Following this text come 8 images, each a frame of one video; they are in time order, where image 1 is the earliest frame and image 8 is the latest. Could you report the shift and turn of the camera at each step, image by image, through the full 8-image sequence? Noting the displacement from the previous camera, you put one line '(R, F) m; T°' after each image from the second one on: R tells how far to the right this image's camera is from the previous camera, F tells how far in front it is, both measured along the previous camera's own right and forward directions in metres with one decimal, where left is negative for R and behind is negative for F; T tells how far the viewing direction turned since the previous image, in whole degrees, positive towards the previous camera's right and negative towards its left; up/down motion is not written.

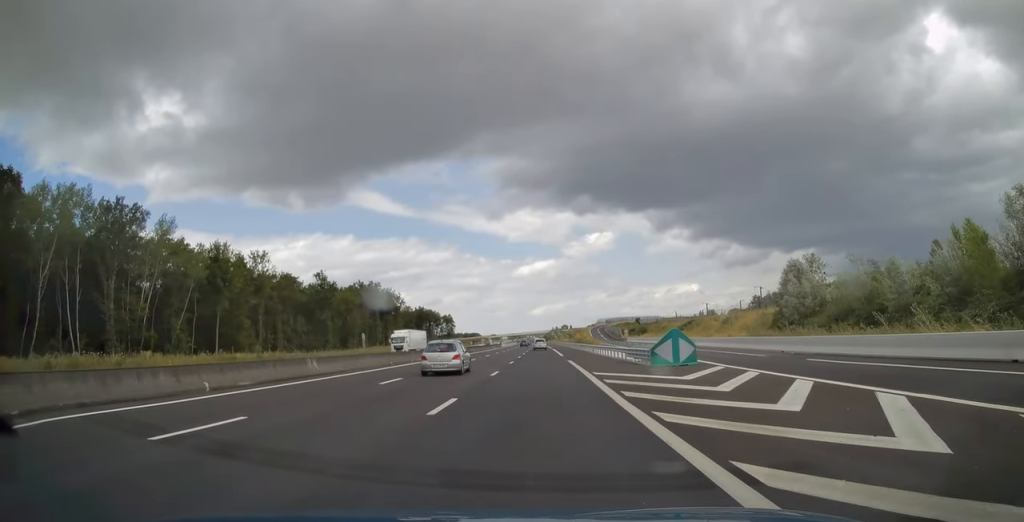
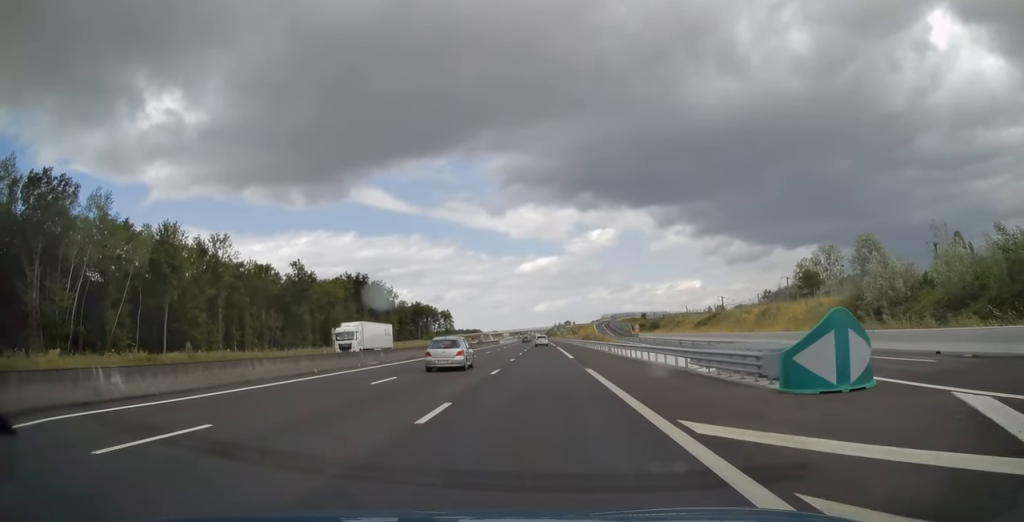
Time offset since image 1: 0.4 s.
(0.0, +13.3) m; 0°
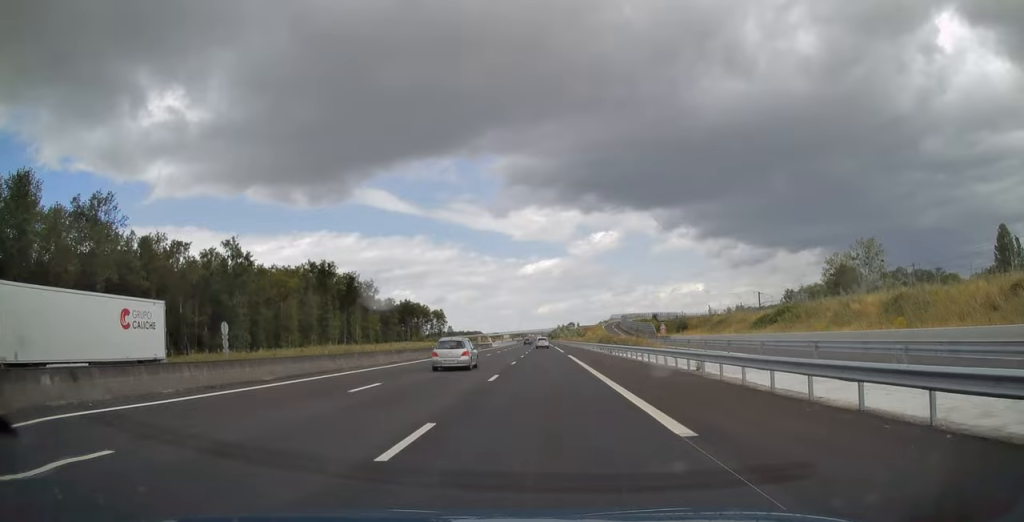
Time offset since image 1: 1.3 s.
(-0.1, +27.4) m; 0°
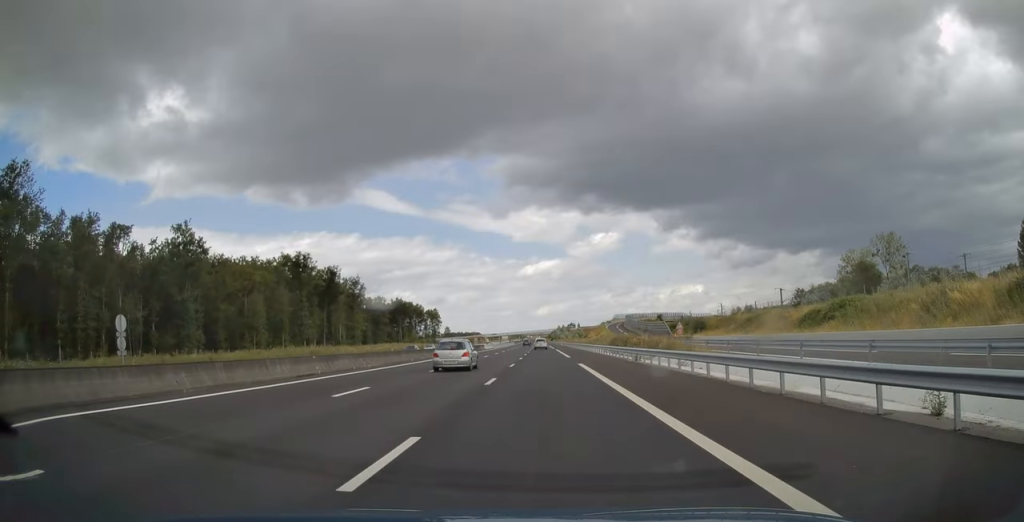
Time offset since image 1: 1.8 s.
(0.0, +13.9) m; 0°
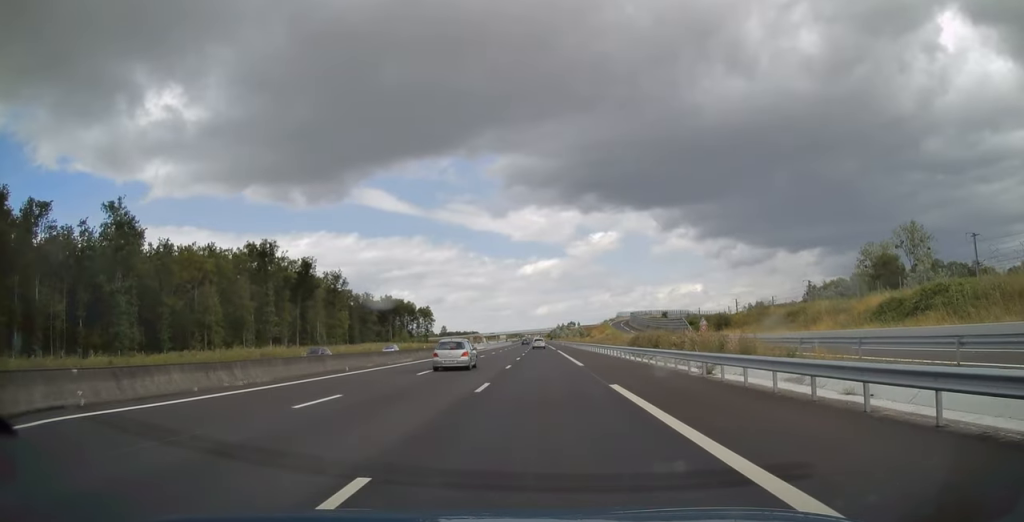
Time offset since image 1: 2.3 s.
(0.0, +15.2) m; 0°
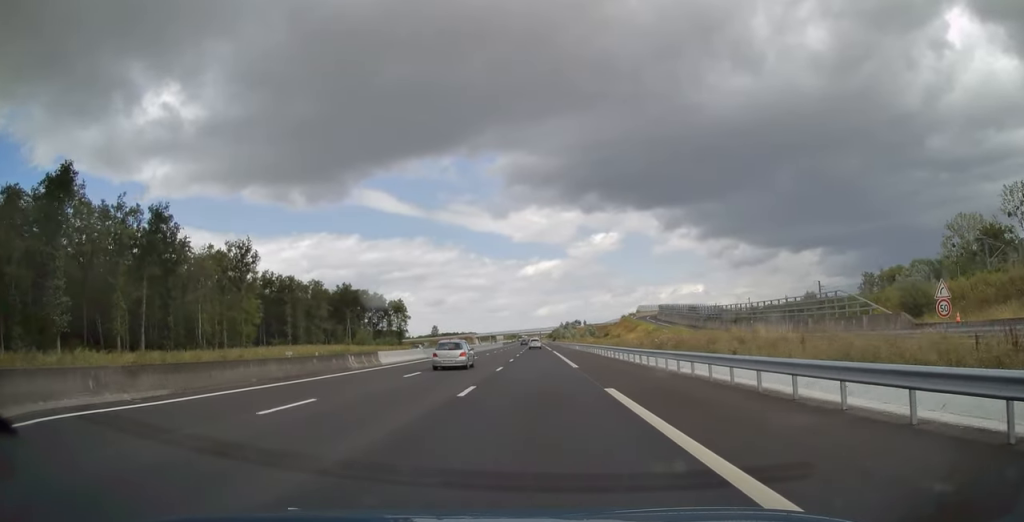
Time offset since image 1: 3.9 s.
(+0.1, +52.8) m; 0°
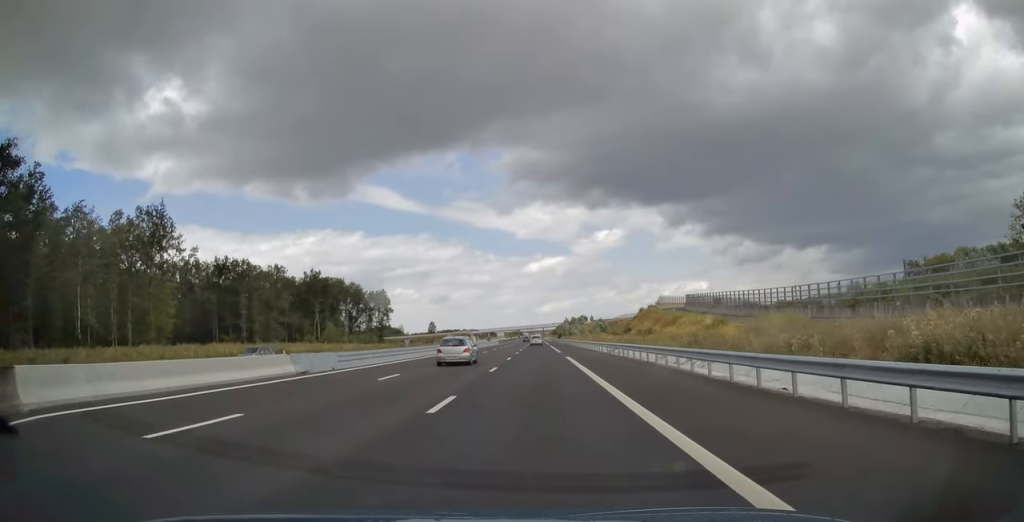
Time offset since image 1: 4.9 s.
(0.0, +29.8) m; 0°
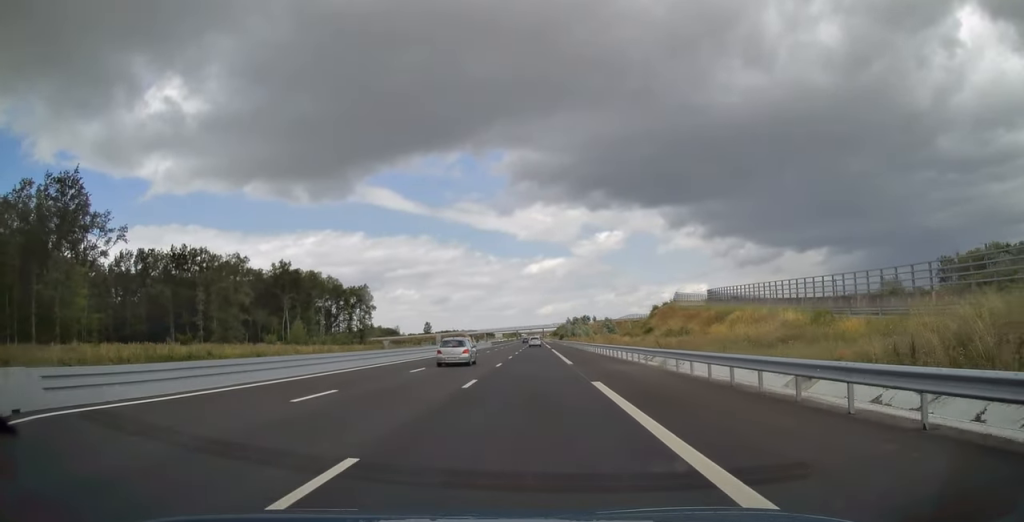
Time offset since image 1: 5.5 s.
(0.0, +20.3) m; 0°
